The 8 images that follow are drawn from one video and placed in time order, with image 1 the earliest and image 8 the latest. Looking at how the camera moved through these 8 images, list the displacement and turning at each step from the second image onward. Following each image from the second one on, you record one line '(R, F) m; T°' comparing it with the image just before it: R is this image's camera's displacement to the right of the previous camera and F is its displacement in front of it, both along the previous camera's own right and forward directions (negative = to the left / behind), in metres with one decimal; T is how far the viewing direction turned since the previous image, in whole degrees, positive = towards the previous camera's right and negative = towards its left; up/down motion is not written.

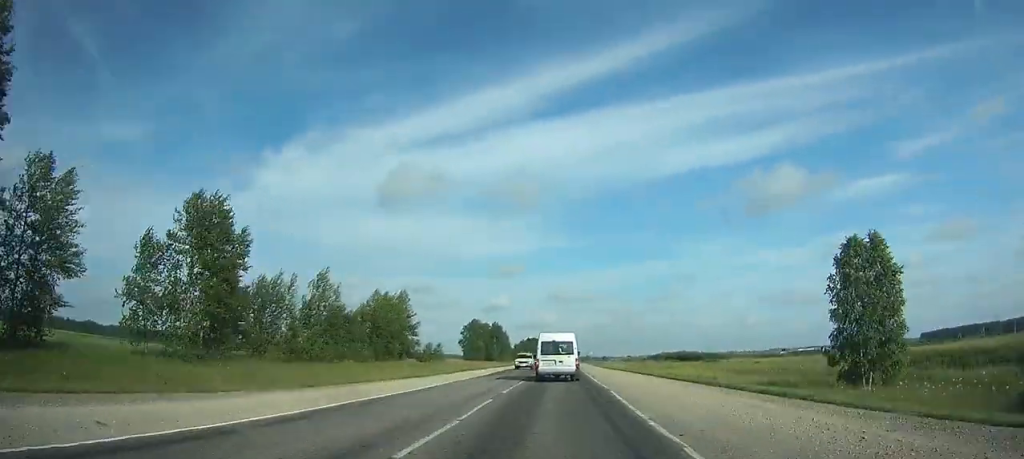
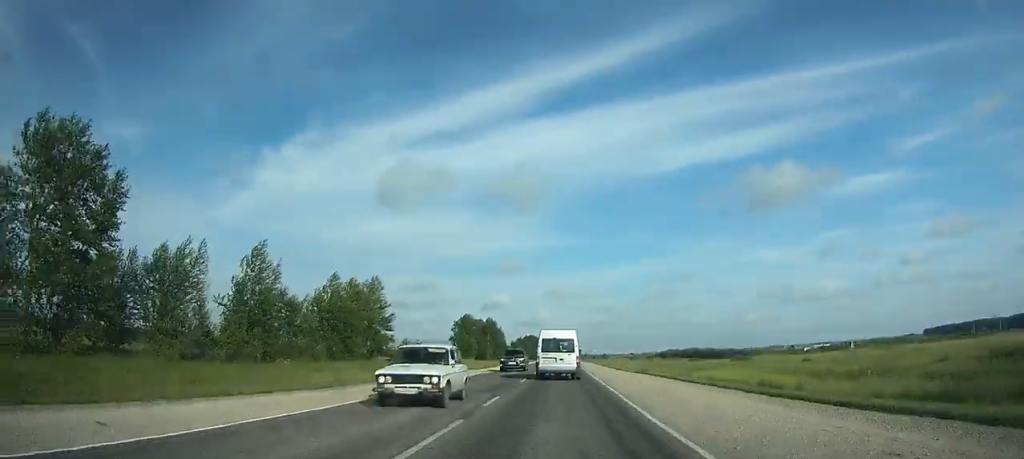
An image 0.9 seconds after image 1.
(0.0, +17.7) m; 0°
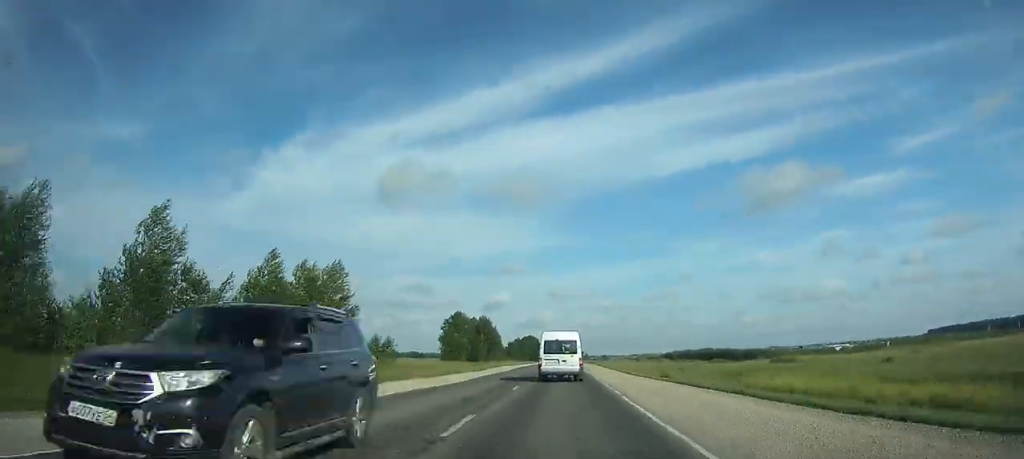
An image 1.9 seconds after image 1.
(0.0, +17.8) m; 0°
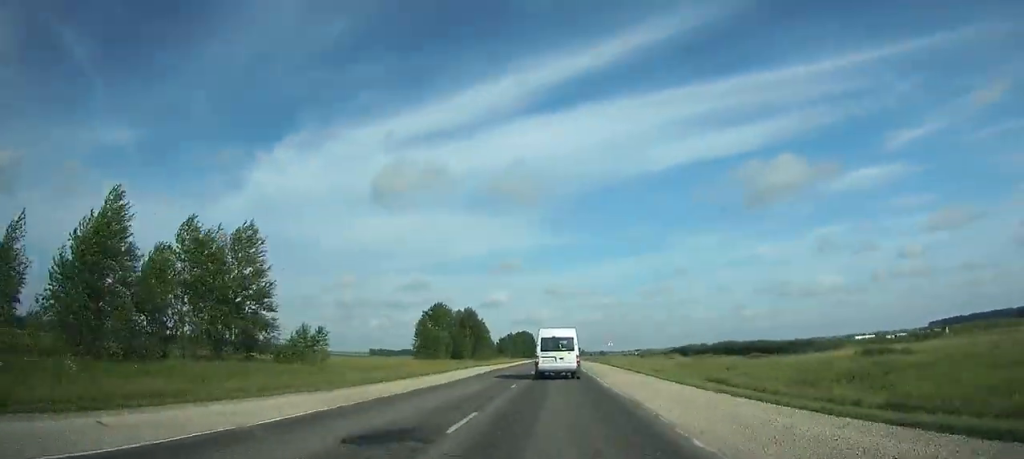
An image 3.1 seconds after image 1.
(0.0, +23.8) m; 0°
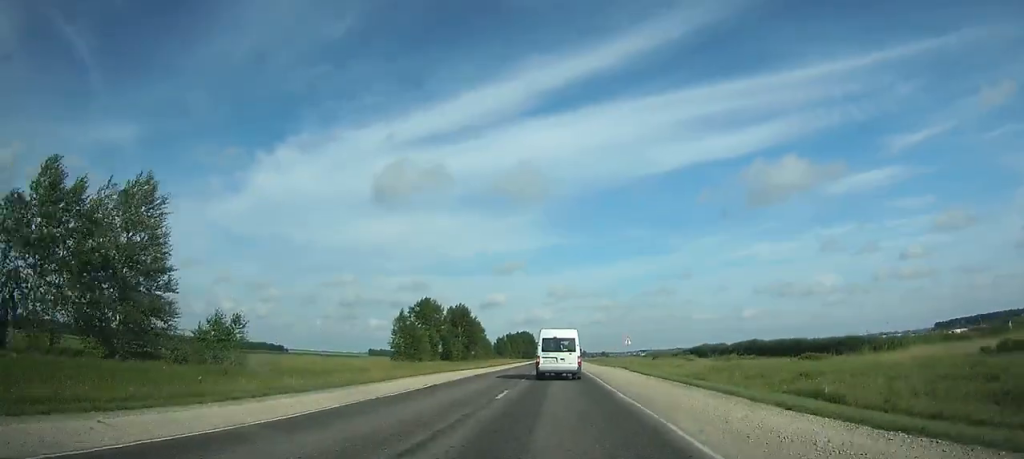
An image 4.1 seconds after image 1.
(0.0, +17.3) m; 0°
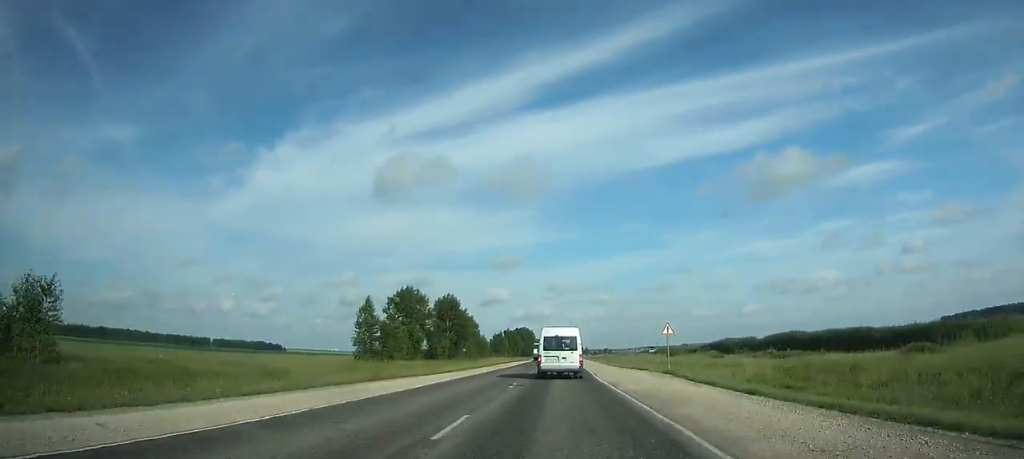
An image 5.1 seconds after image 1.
(0.0, +19.3) m; 0°
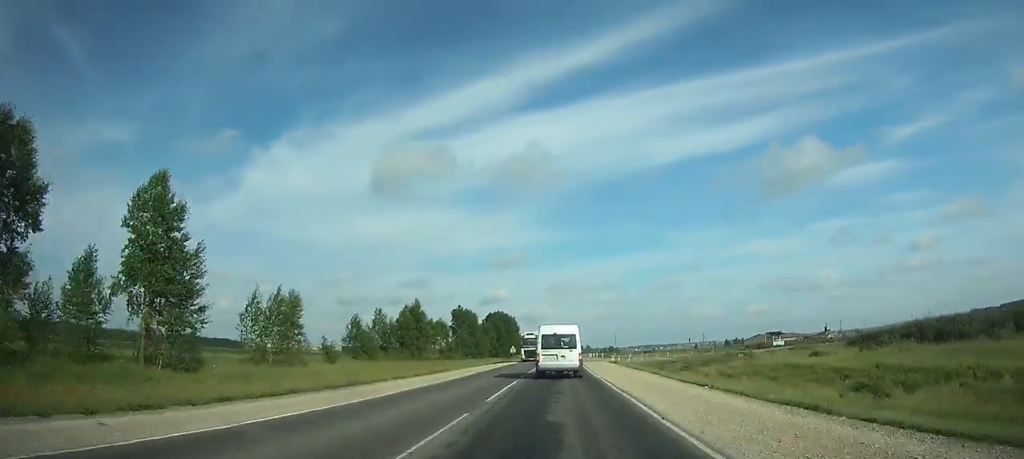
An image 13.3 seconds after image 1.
(-0.1, +148.6) m; 0°
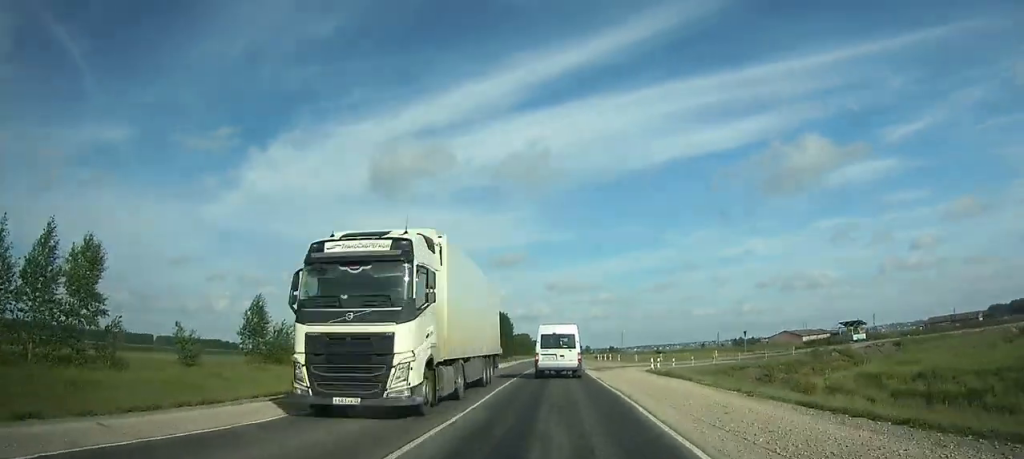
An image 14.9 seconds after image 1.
(0.0, +29.7) m; 0°
